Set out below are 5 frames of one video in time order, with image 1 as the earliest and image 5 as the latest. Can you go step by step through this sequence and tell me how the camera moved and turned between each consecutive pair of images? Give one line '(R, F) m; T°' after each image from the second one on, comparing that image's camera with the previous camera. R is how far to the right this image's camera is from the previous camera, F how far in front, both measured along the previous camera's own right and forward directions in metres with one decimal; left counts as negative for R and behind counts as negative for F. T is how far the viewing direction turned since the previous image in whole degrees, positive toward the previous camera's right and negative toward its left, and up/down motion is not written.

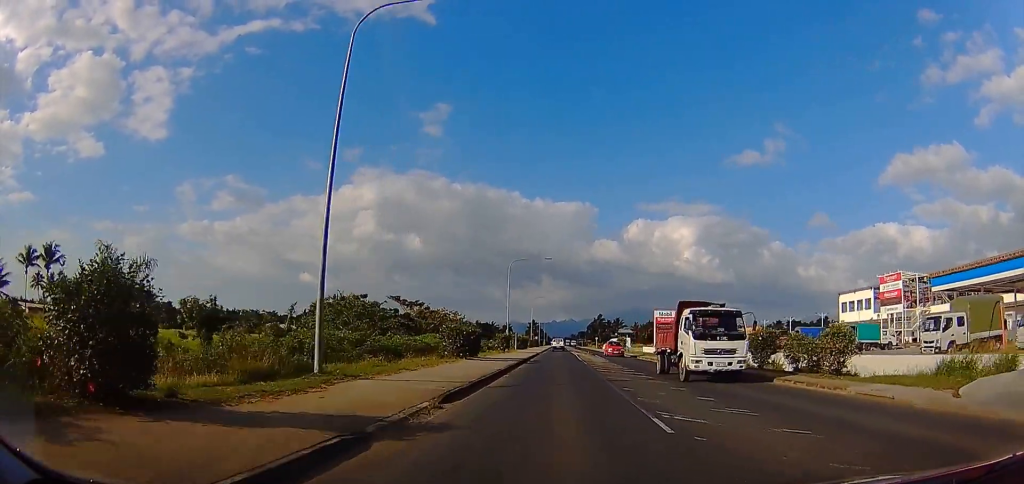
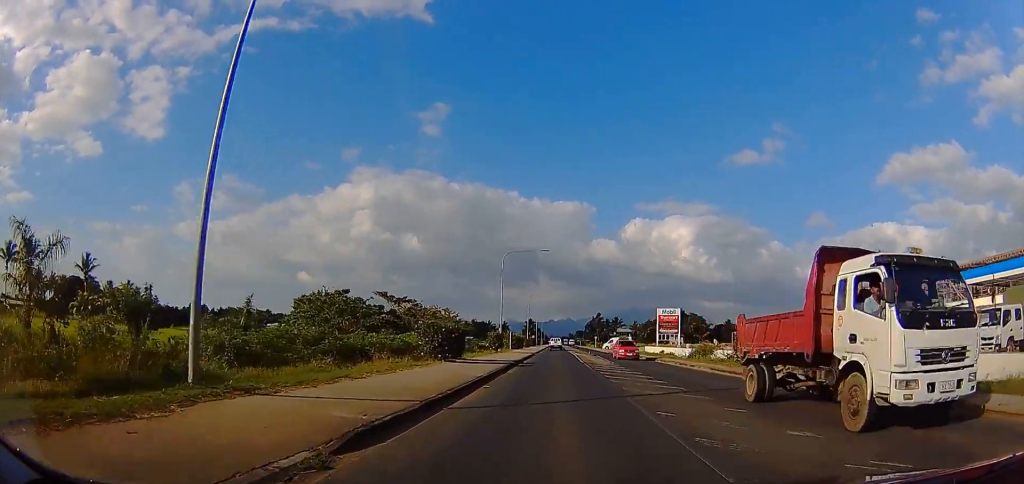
(0.0, +4.8) m; 0°
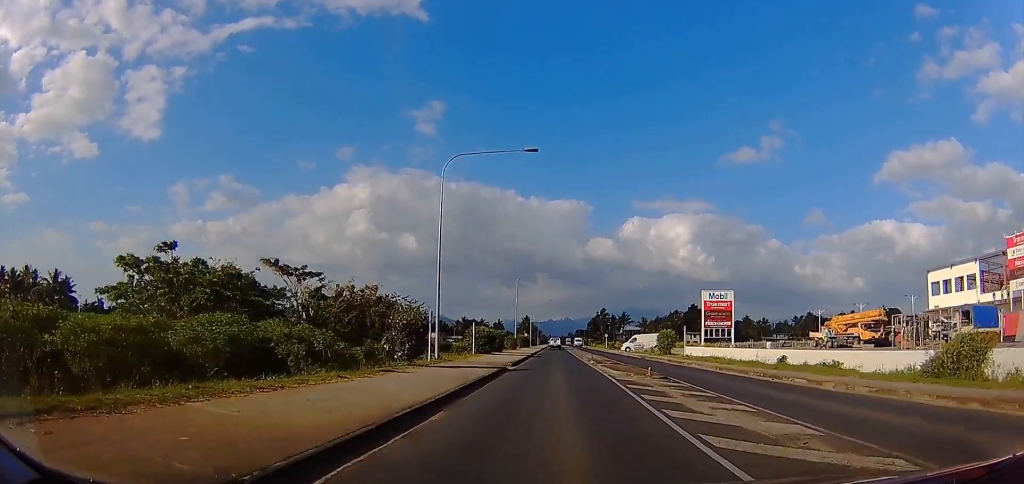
(-0.8, +28.7) m; -4°
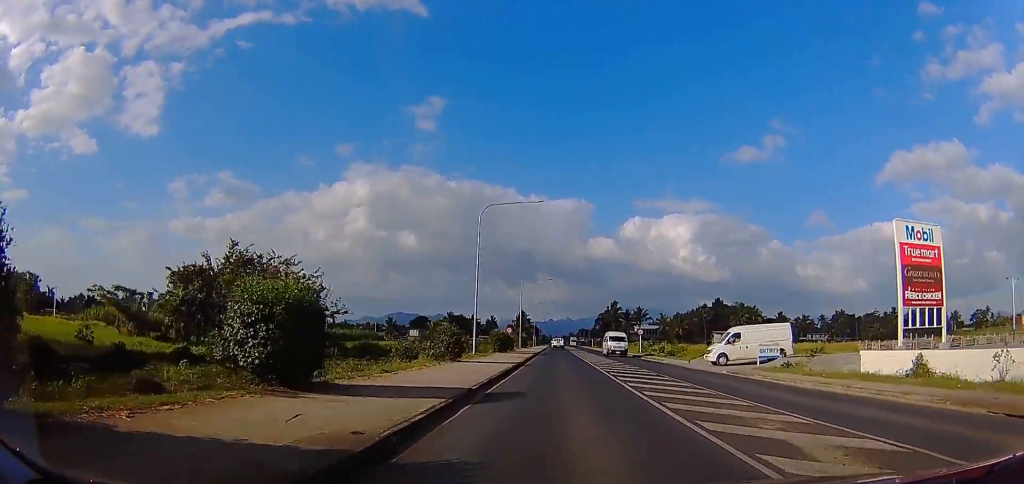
(+0.5, +45.6) m; 0°
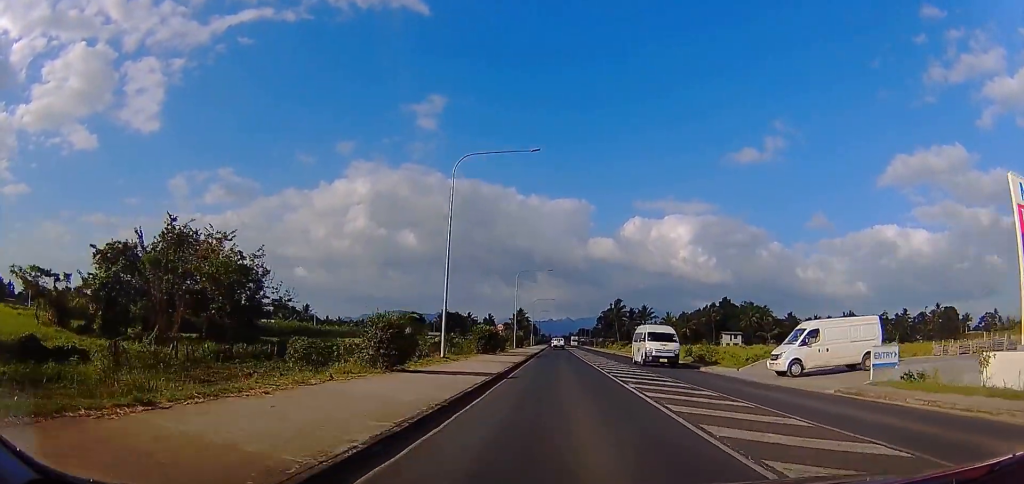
(0.0, +11.2) m; +4°
